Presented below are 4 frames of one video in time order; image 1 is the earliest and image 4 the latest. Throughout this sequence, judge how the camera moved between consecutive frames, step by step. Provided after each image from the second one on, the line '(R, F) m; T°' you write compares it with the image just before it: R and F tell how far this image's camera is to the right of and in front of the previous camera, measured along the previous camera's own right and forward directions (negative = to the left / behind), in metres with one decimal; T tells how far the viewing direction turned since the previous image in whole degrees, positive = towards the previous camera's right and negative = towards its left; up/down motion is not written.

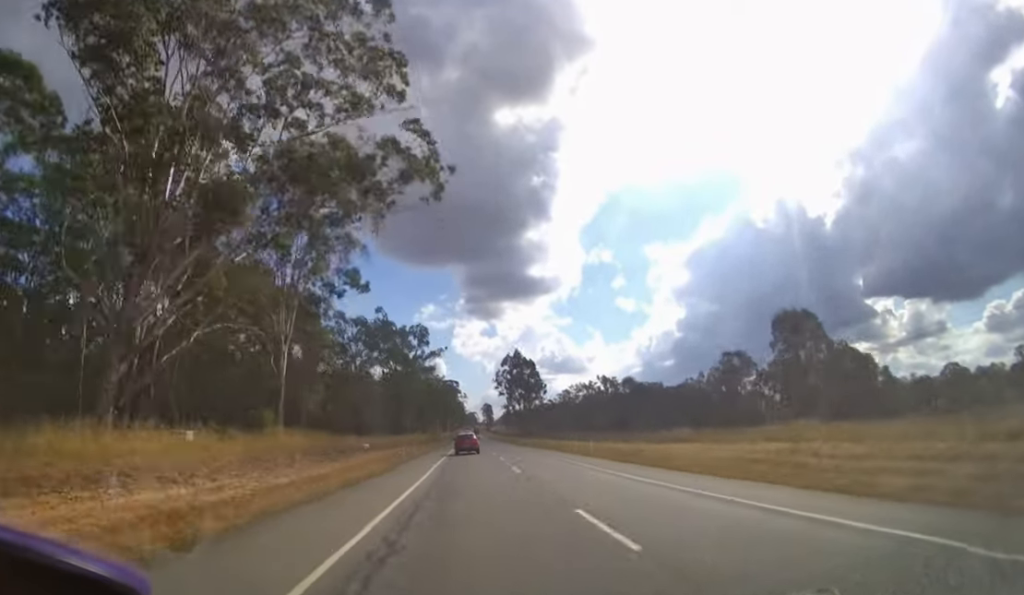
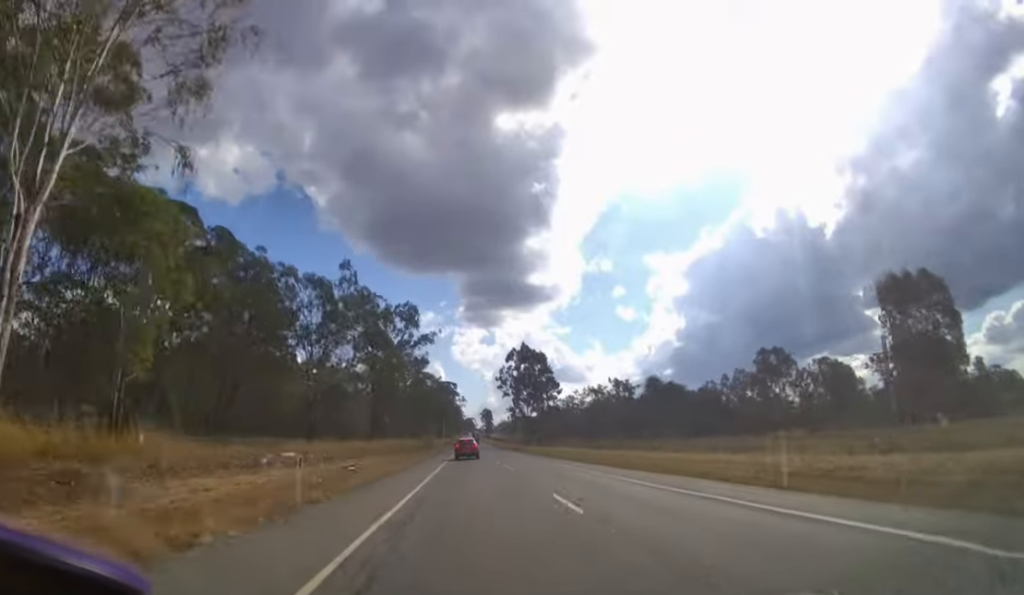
(-0.1, +22.2) m; 0°
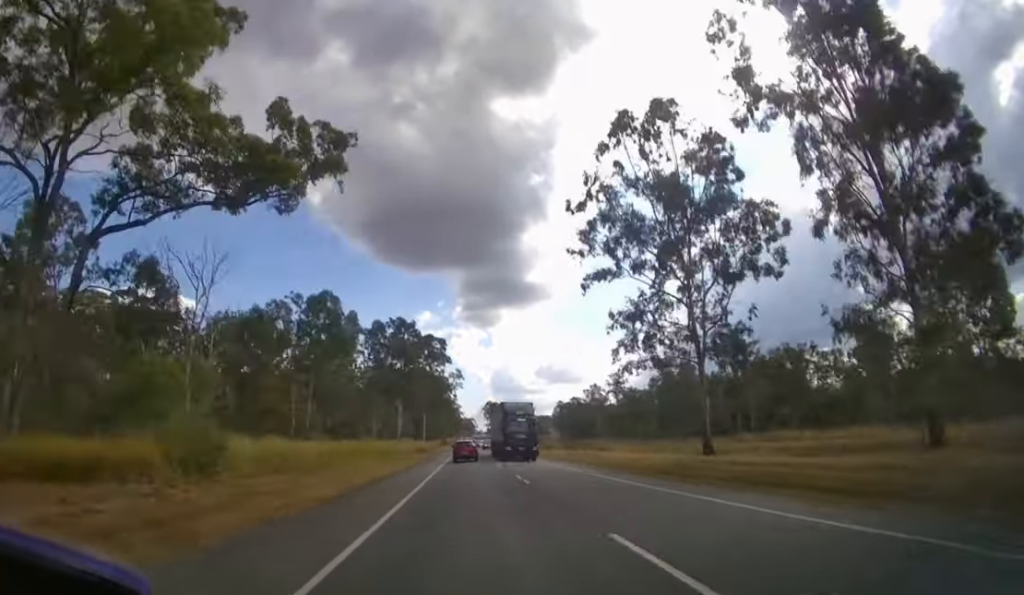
(+0.5, +81.0) m; 0°
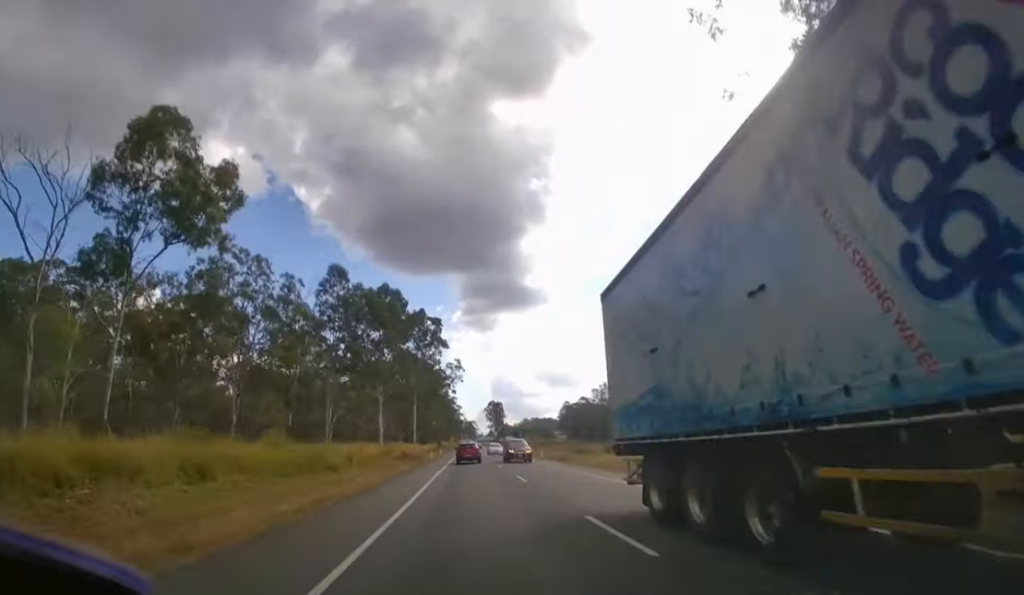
(0.0, +20.0) m; 0°
